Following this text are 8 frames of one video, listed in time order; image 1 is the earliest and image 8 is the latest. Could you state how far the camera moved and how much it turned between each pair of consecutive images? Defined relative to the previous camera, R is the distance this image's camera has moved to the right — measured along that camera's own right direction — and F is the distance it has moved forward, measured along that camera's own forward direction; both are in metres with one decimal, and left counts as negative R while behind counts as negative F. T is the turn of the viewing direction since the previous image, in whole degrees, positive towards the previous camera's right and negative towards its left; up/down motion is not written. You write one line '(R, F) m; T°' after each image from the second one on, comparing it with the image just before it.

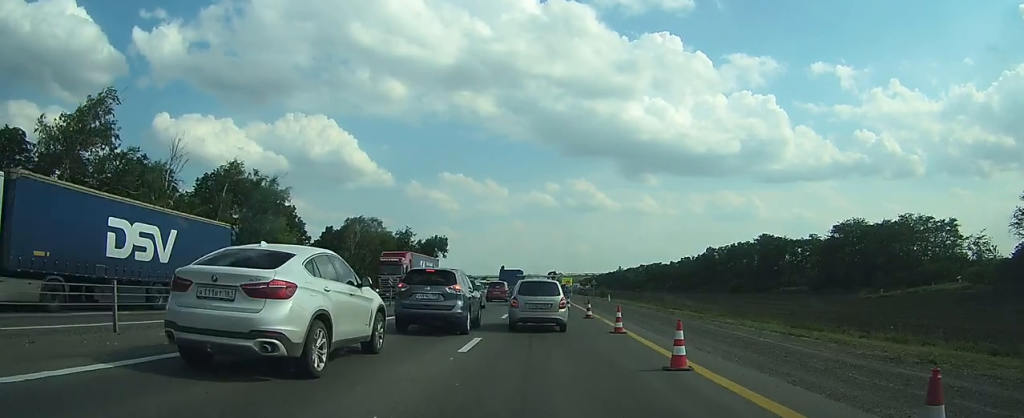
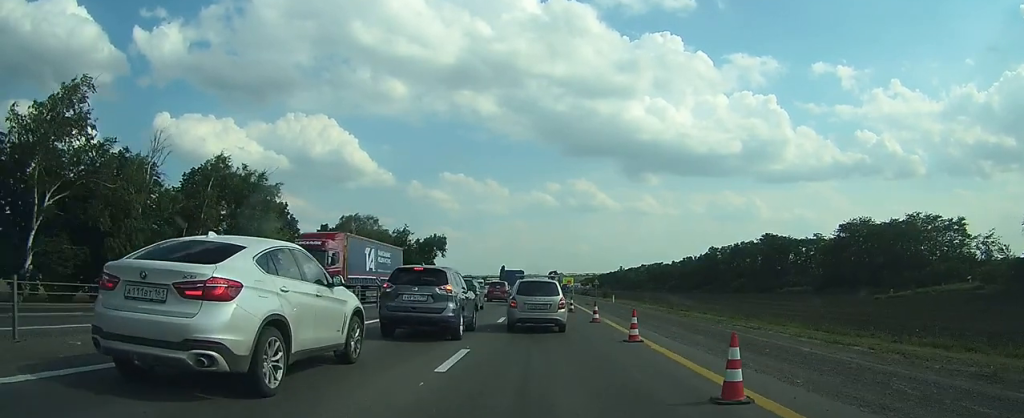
(0.0, +2.6) m; 0°
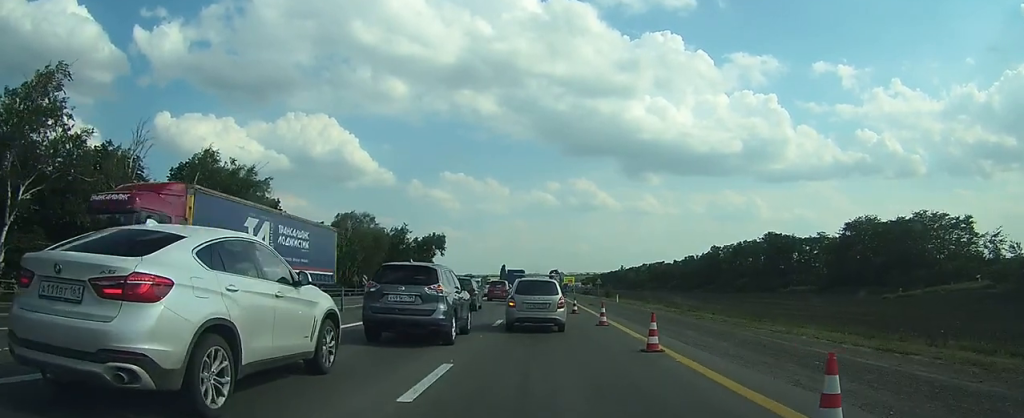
(0.0, +2.3) m; 0°
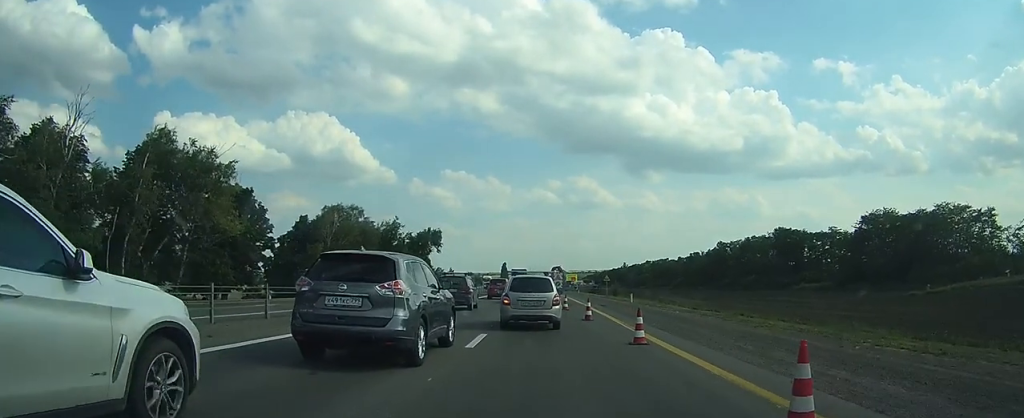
(0.0, +7.1) m; +1°
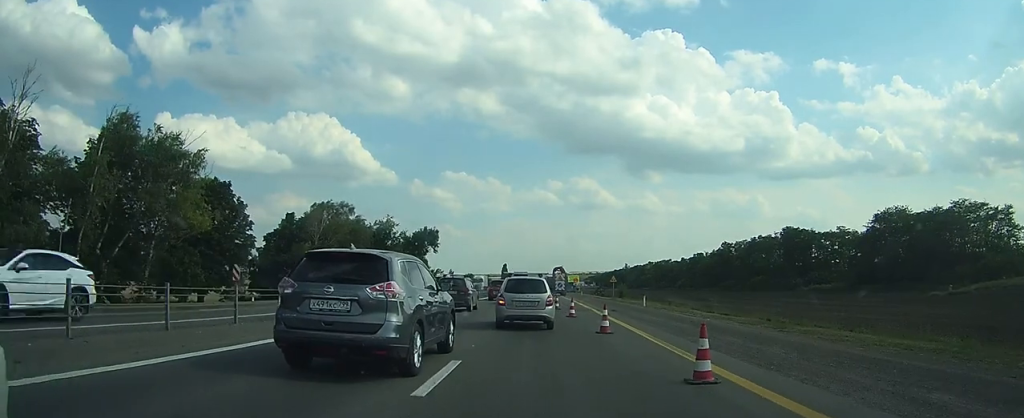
(+0.1, +5.5) m; +2°
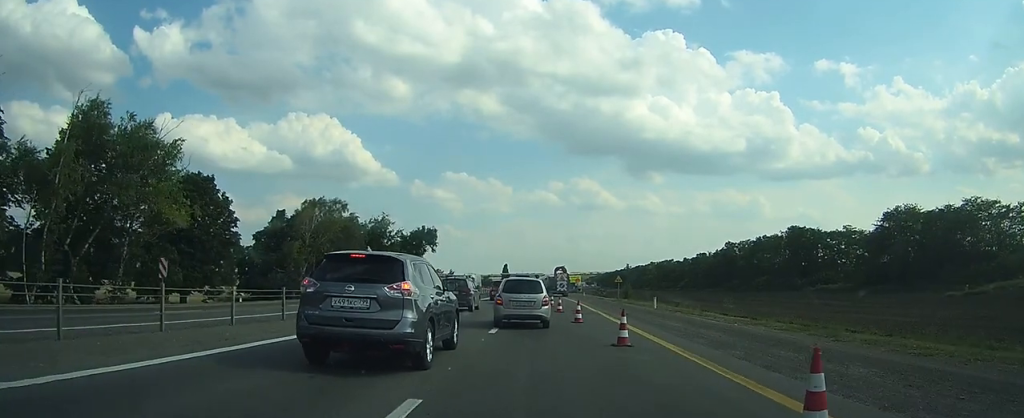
(0.0, +3.8) m; 0°
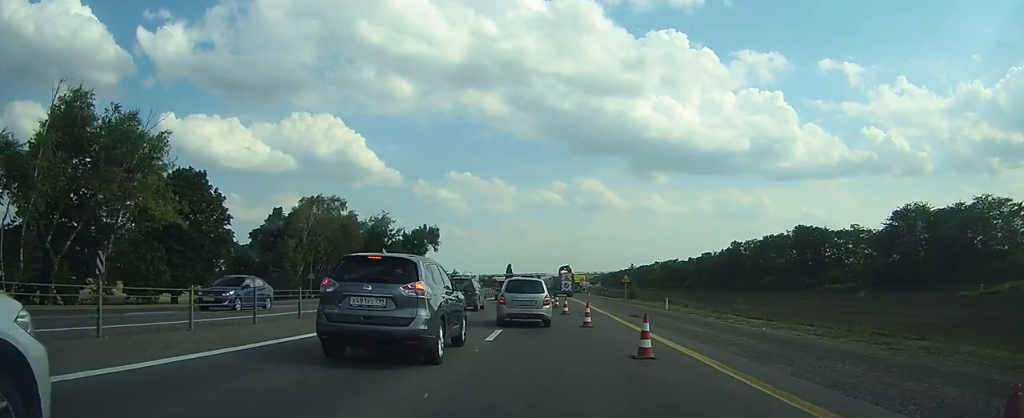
(0.0, +2.4) m; 0°
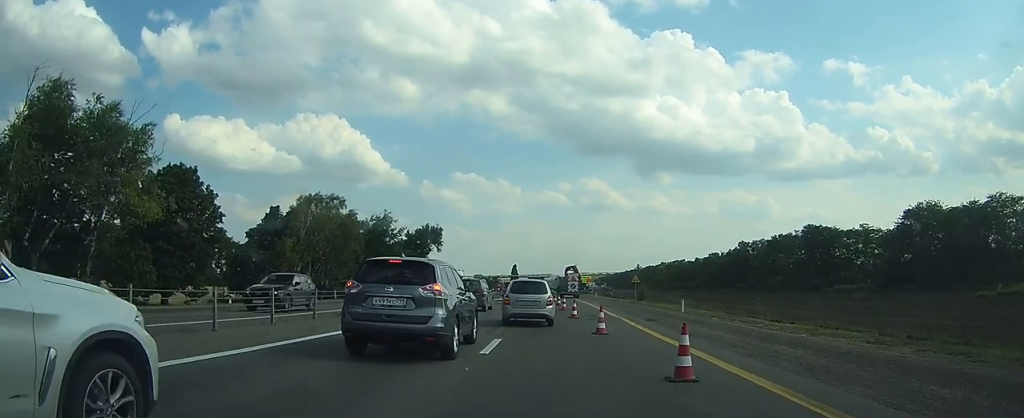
(0.0, +2.7) m; 0°
